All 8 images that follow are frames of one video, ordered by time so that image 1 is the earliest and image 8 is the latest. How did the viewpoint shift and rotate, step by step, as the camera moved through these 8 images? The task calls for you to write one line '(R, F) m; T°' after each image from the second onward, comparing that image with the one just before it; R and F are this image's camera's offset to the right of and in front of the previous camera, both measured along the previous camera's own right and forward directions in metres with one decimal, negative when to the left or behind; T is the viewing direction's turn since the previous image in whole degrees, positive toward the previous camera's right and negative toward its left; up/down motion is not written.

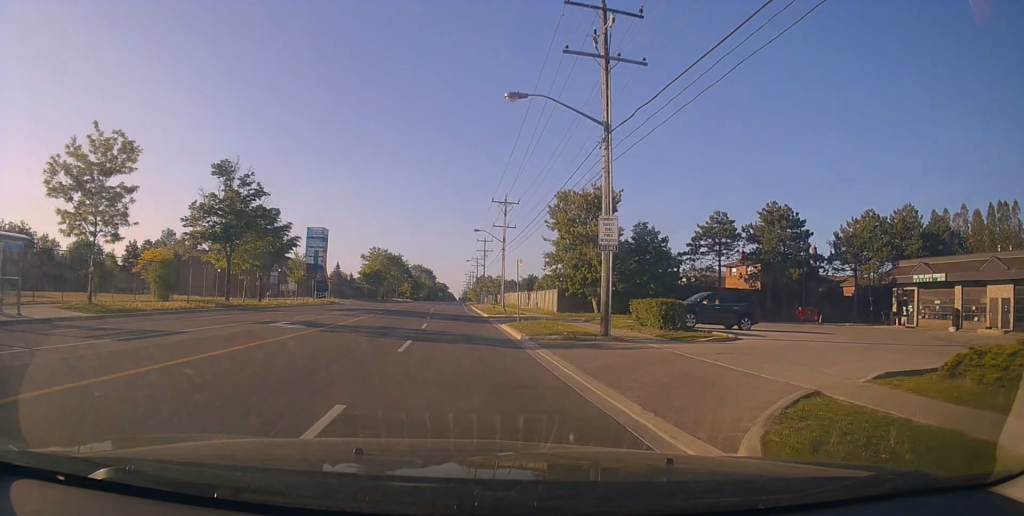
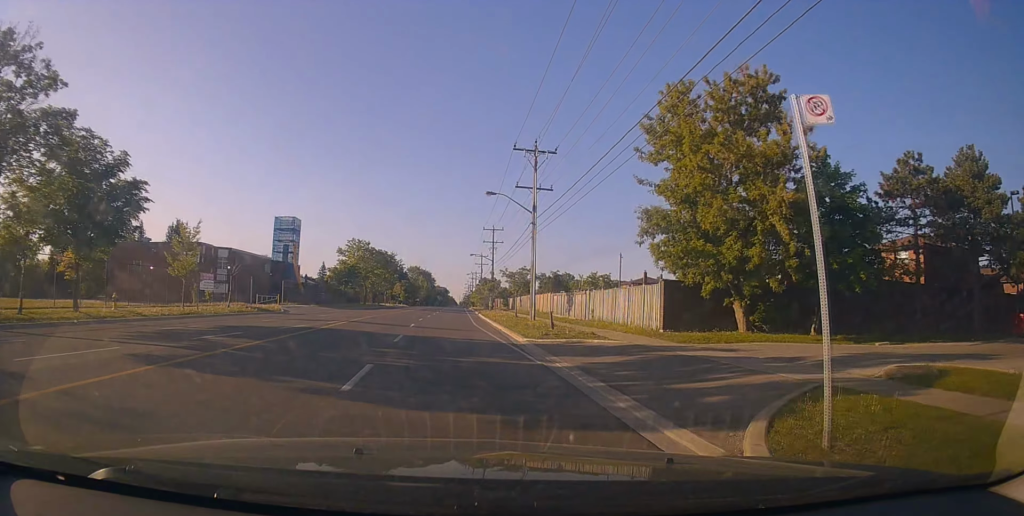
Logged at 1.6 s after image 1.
(-0.2, +19.8) m; -2°
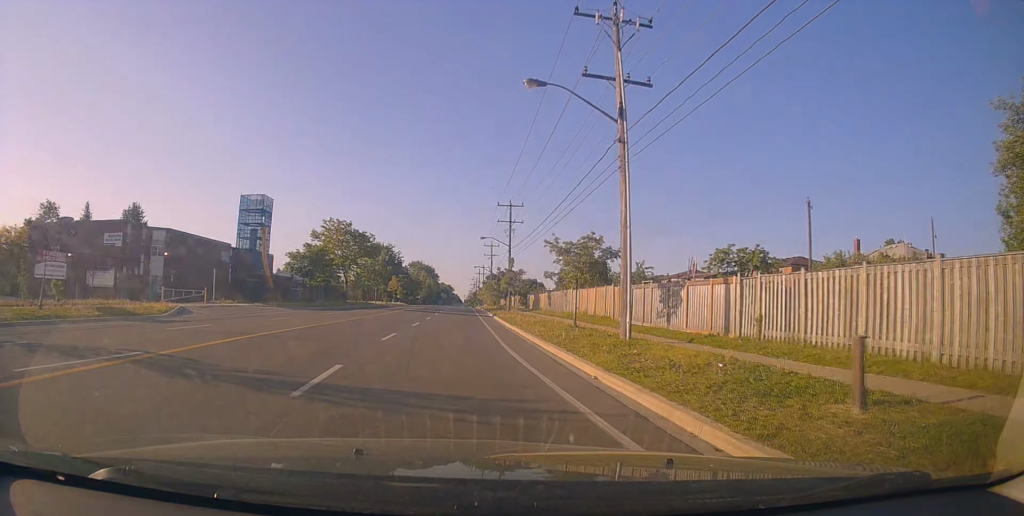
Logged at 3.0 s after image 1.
(0.0, +16.0) m; +1°
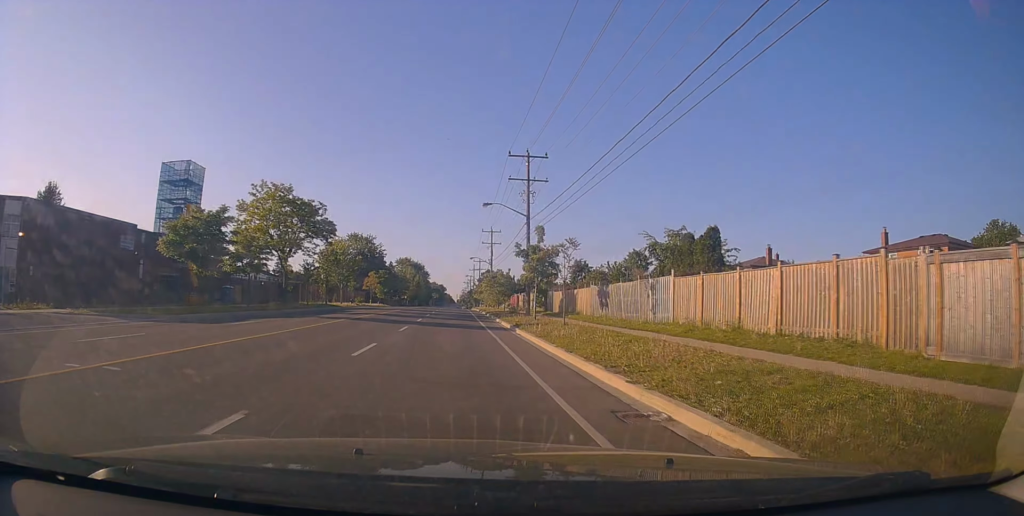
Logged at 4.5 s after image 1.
(+0.4, +21.3) m; +2°
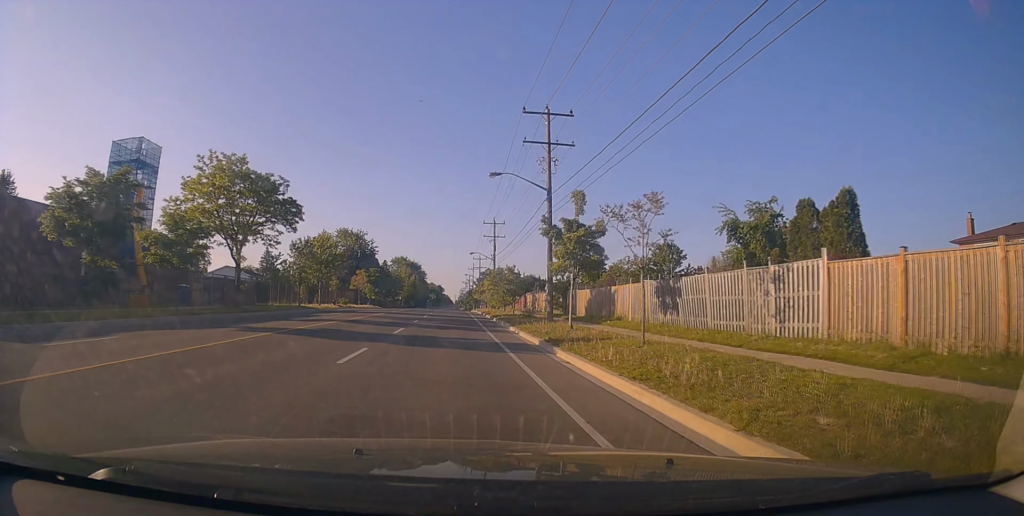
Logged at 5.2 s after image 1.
(0.0, +10.8) m; 0°
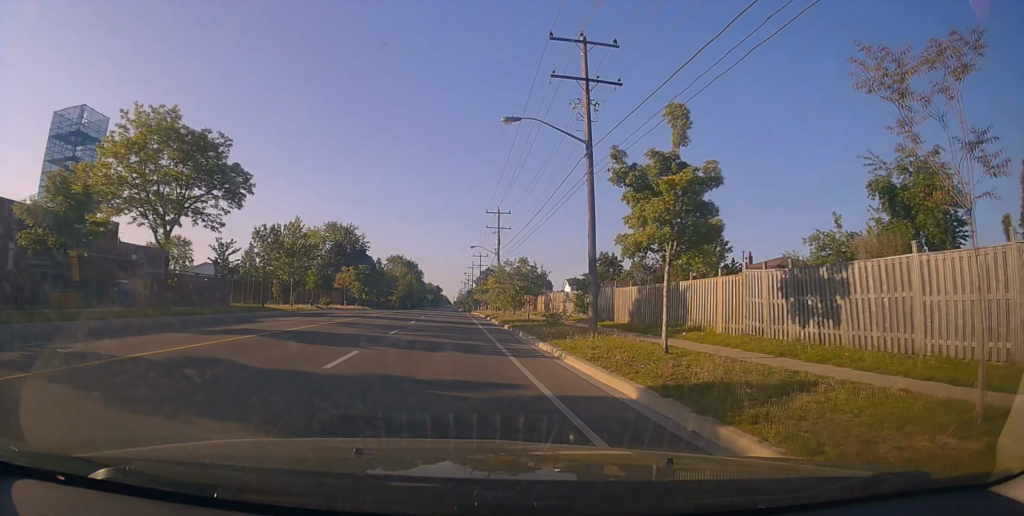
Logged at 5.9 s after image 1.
(0.0, +10.3) m; 0°
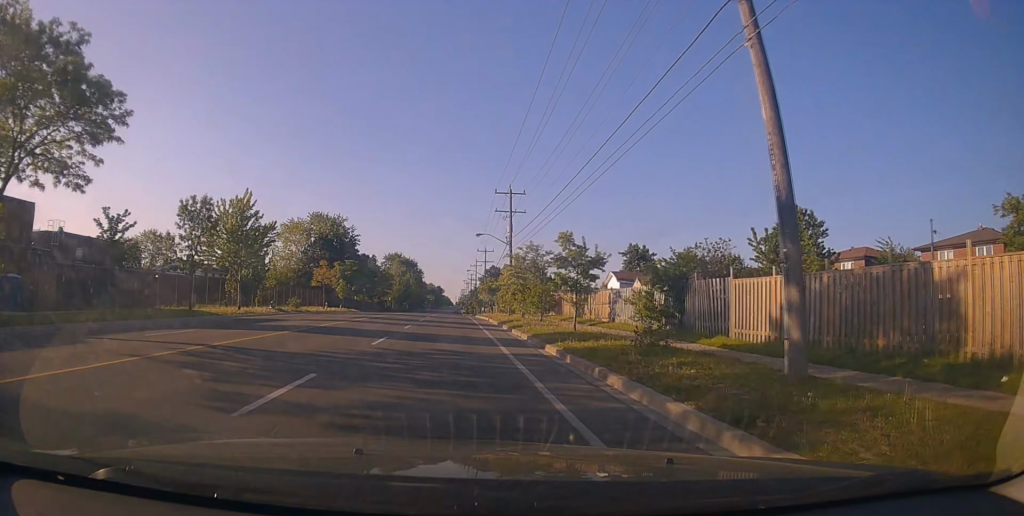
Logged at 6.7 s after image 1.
(0.0, +11.6) m; +1°
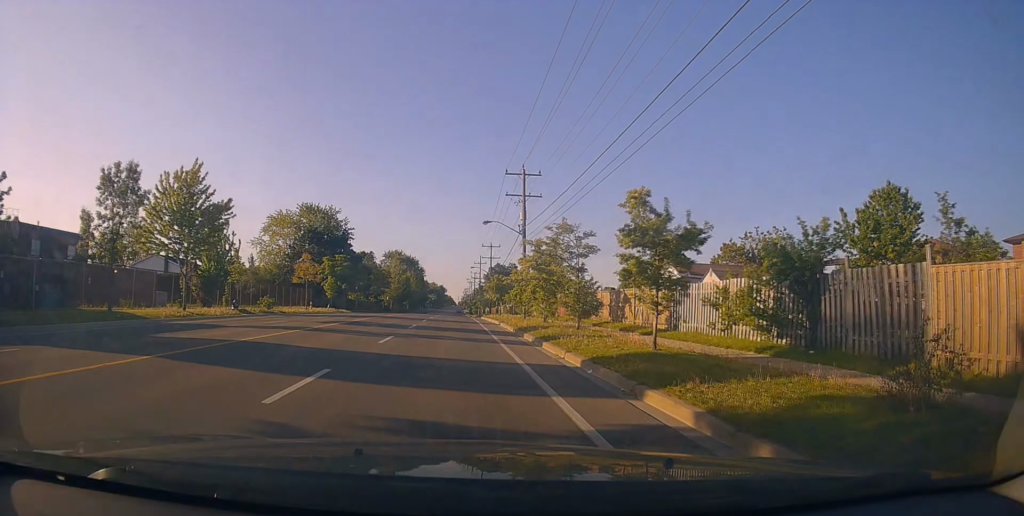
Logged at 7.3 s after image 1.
(+0.1, +7.7) m; 0°
